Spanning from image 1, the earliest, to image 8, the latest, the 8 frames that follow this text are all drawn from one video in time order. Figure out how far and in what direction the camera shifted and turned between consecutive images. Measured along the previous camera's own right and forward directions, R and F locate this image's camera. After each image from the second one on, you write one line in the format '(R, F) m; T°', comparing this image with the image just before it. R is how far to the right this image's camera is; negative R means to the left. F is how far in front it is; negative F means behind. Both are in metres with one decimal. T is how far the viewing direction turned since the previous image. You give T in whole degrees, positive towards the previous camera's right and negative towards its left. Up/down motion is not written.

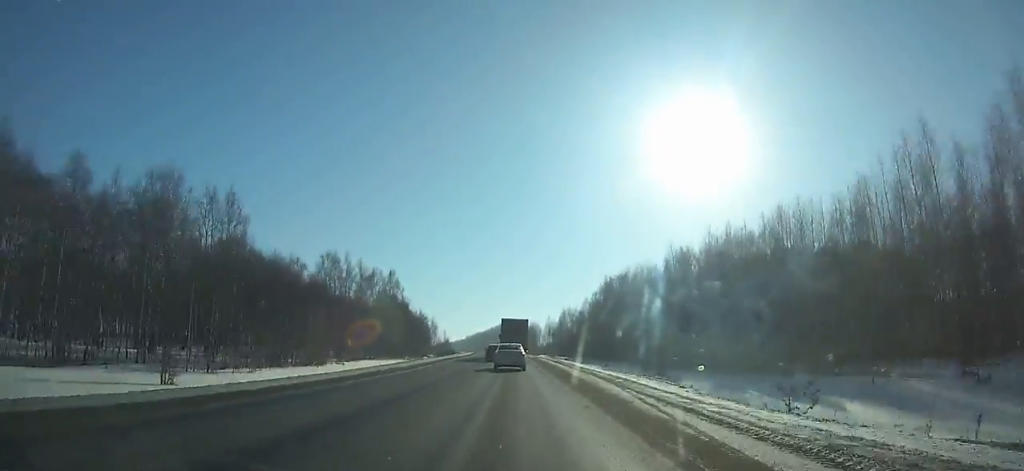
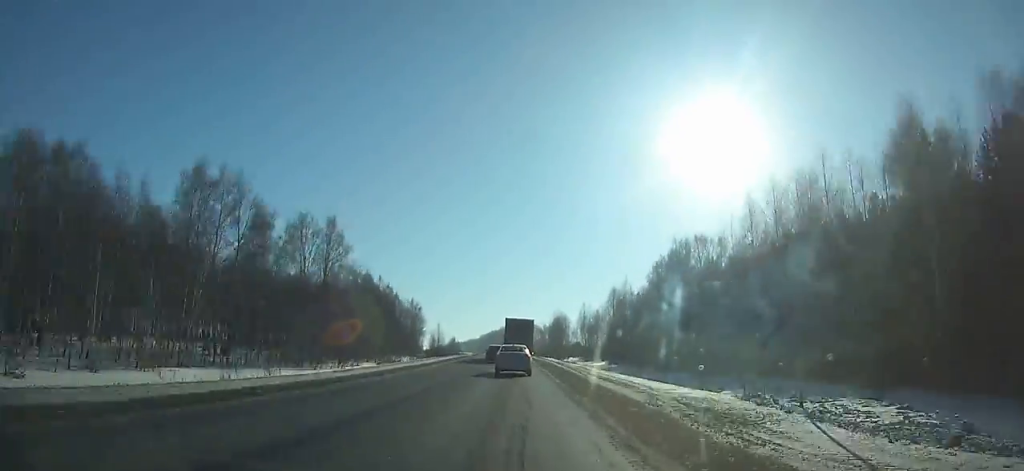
(-0.8, +65.4) m; -1°
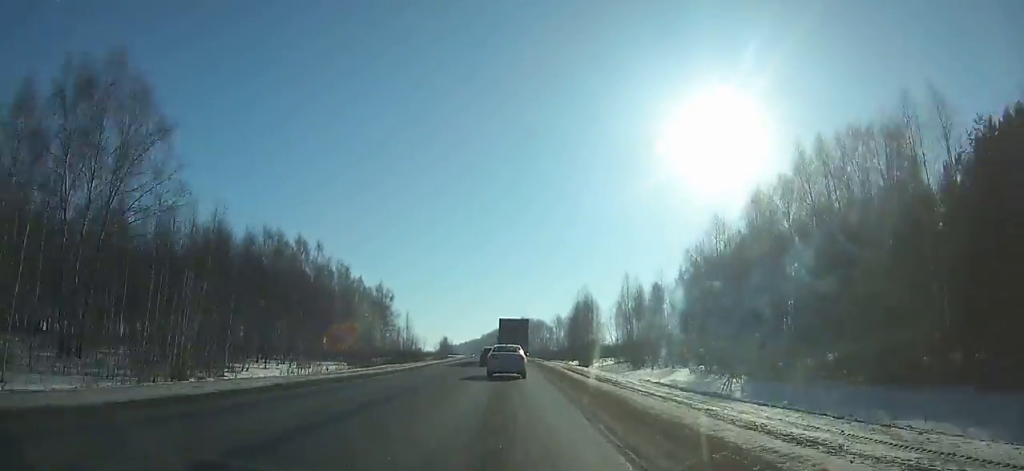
(-0.5, +55.8) m; -1°
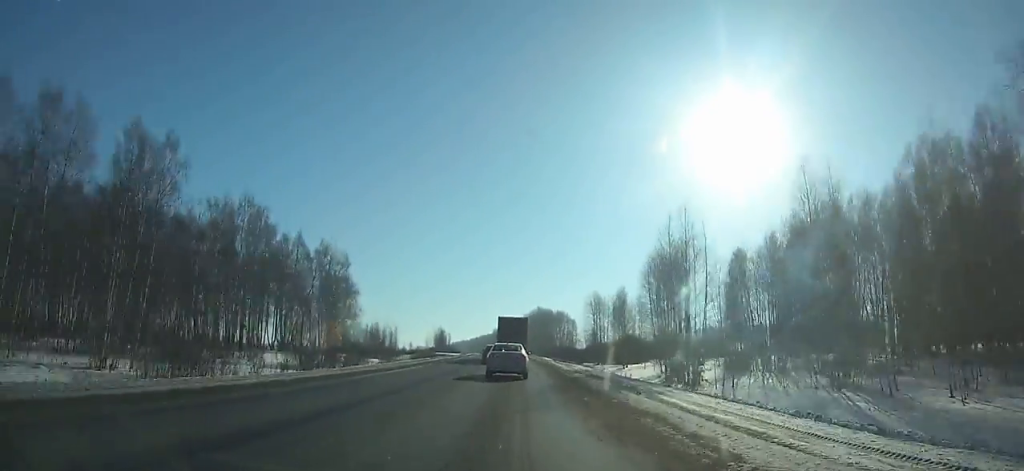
(-0.6, +56.3) m; -1°
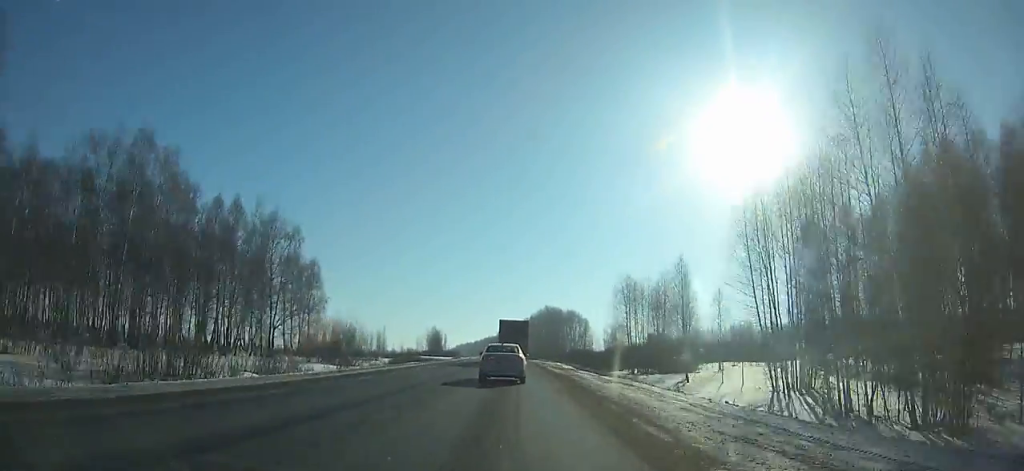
(-0.3, +27.3) m; -1°
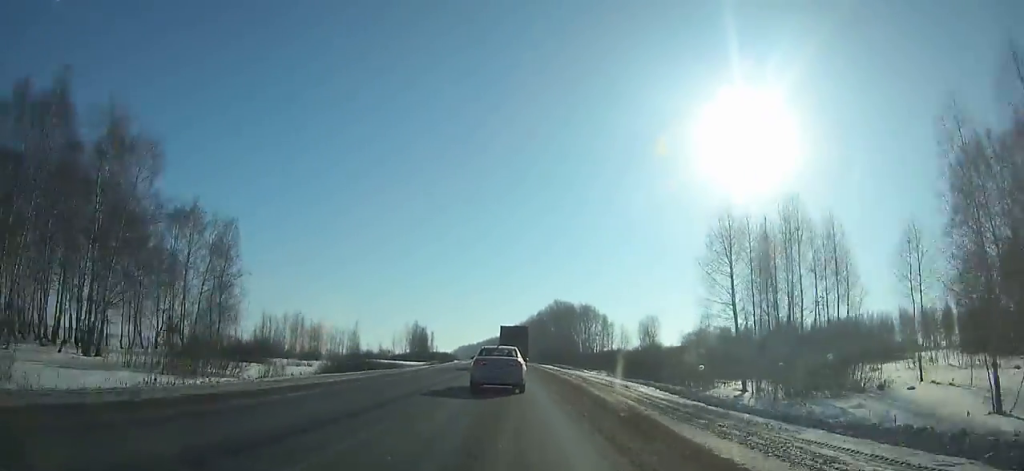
(-0.3, +38.2) m; -1°
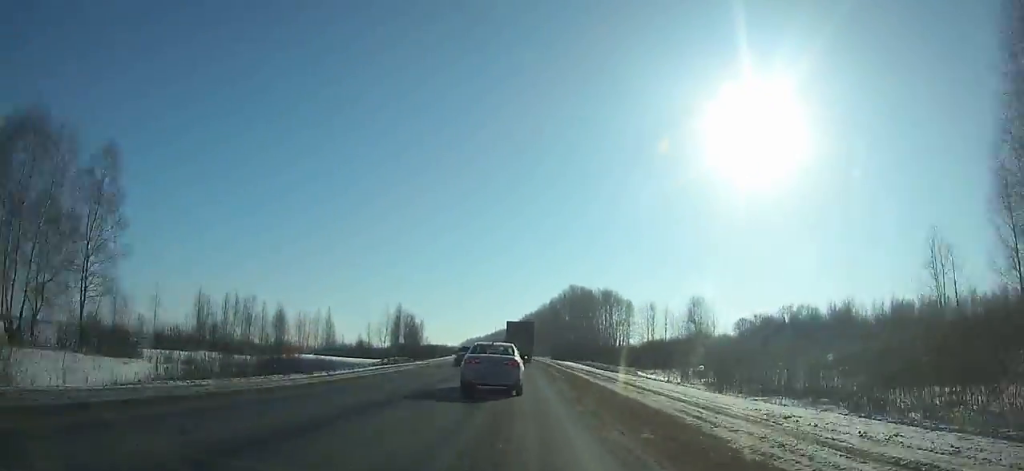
(-0.1, +30.1) m; -1°
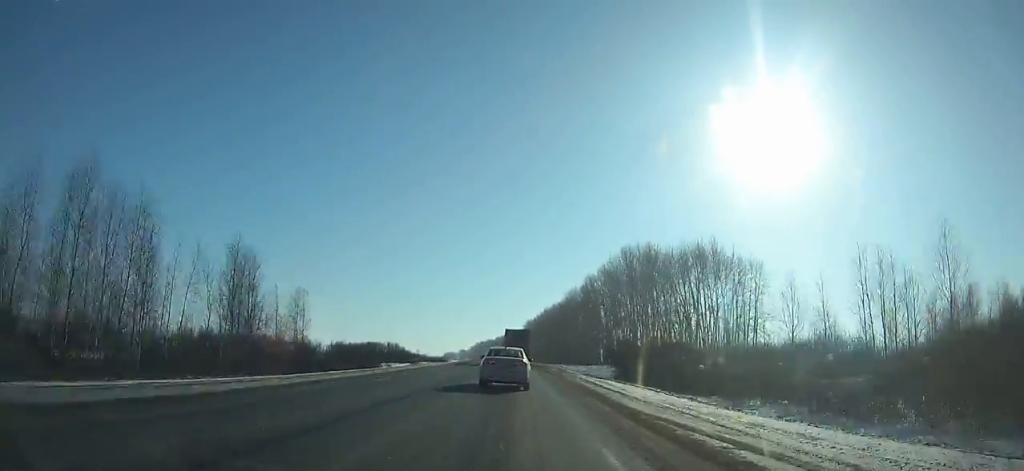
(-1.6, +90.6) m; -2°
